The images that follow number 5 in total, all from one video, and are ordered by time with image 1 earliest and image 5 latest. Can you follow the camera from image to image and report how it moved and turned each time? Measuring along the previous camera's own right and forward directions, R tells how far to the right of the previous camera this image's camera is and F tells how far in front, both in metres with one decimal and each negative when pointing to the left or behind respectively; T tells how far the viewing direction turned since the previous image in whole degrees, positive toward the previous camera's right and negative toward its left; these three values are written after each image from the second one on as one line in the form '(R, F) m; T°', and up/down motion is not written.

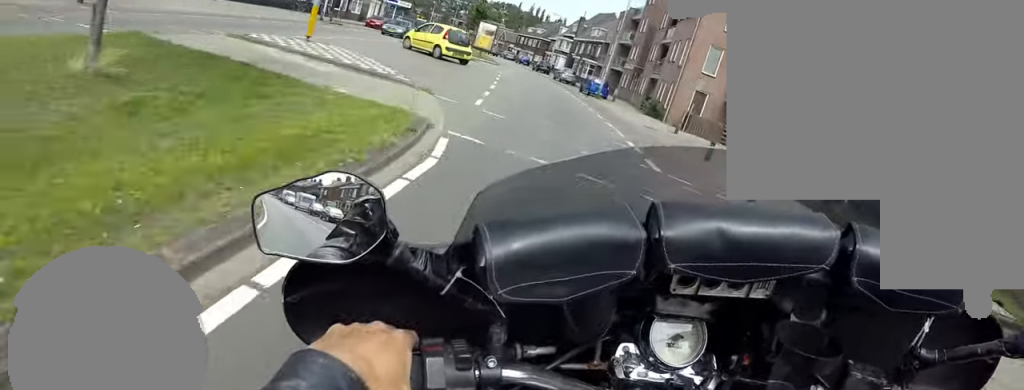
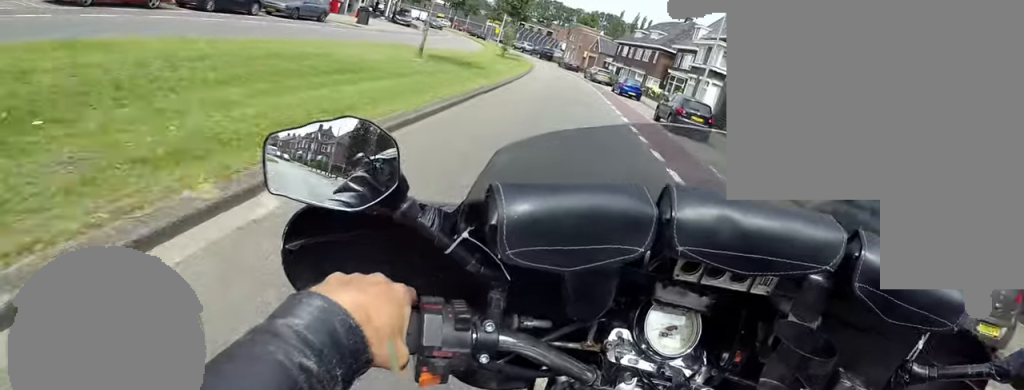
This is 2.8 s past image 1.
(-2.4, +39.6) m; -10°
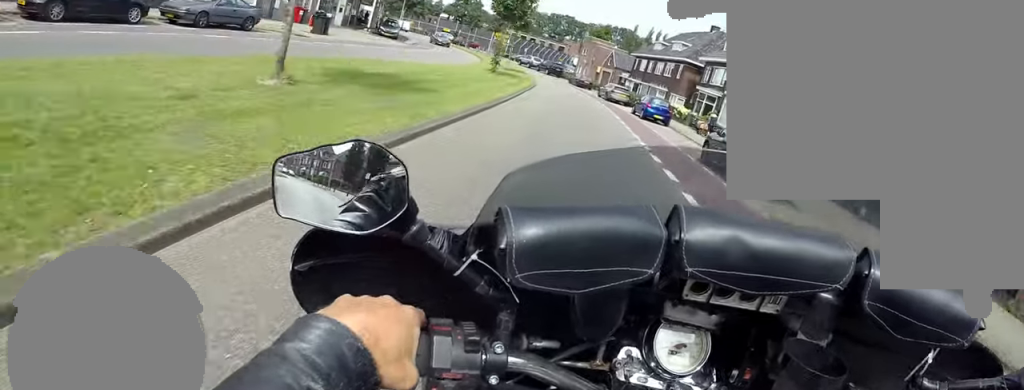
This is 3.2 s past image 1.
(-0.2, +6.7) m; -2°
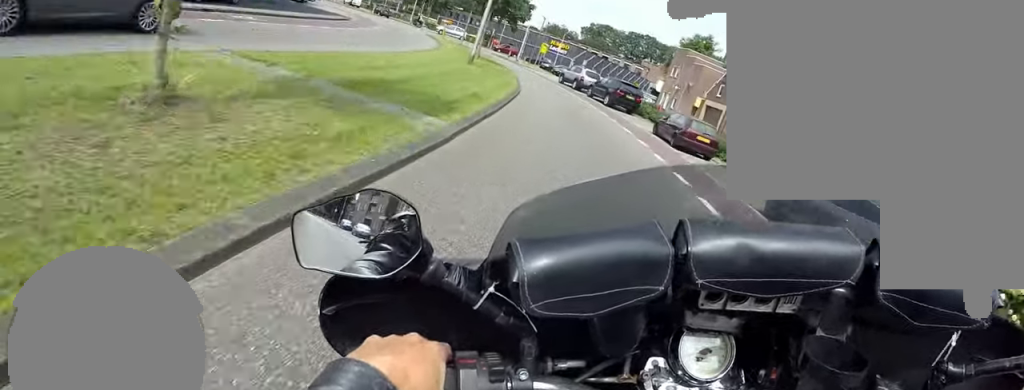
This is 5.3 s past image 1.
(-3.2, +28.5) m; -16°
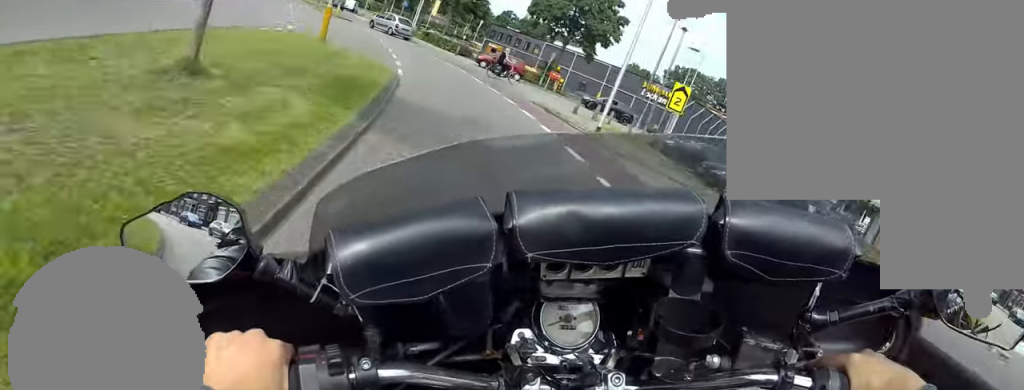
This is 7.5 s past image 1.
(-2.8, +28.9) m; -14°
